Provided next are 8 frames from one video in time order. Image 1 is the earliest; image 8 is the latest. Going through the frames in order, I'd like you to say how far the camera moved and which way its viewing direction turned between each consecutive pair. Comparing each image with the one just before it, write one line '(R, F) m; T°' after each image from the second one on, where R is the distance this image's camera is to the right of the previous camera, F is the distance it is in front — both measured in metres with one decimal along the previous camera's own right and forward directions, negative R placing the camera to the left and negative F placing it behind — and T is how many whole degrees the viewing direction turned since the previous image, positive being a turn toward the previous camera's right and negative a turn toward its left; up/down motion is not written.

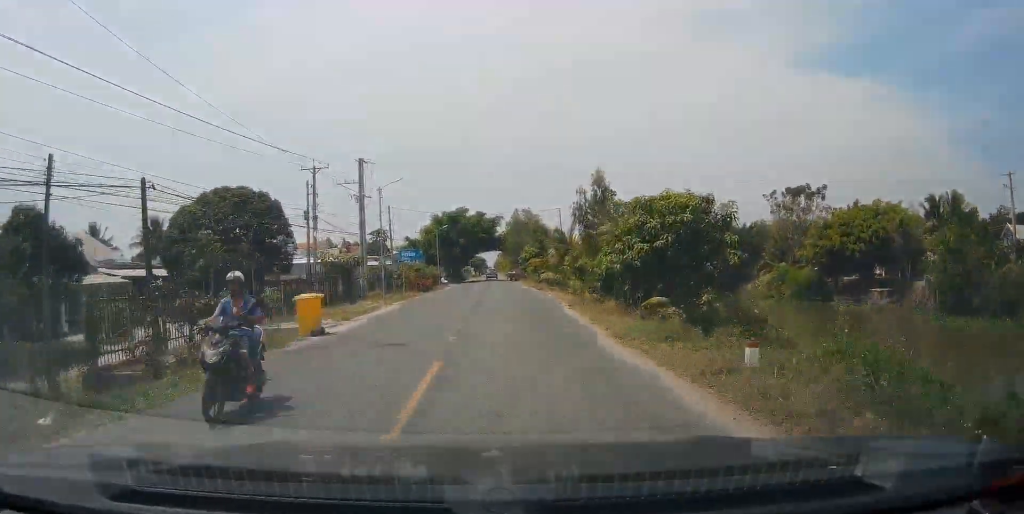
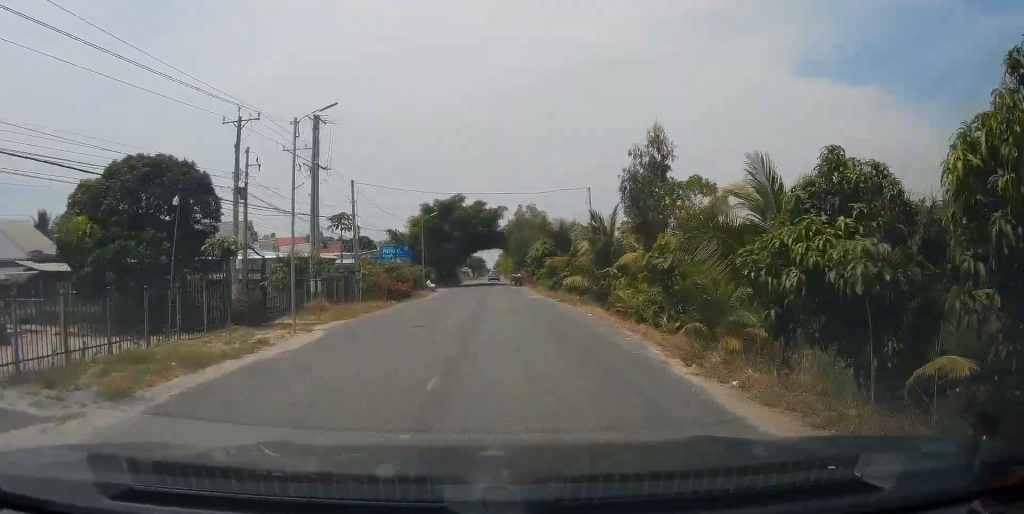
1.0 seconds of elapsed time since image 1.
(0.0, +14.5) m; -1°
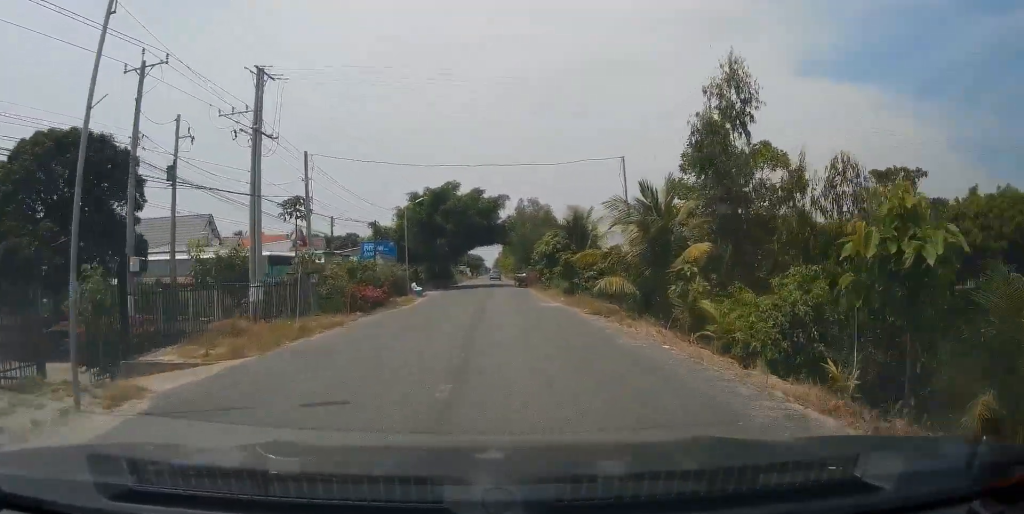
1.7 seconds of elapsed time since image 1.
(-0.3, +10.1) m; +1°
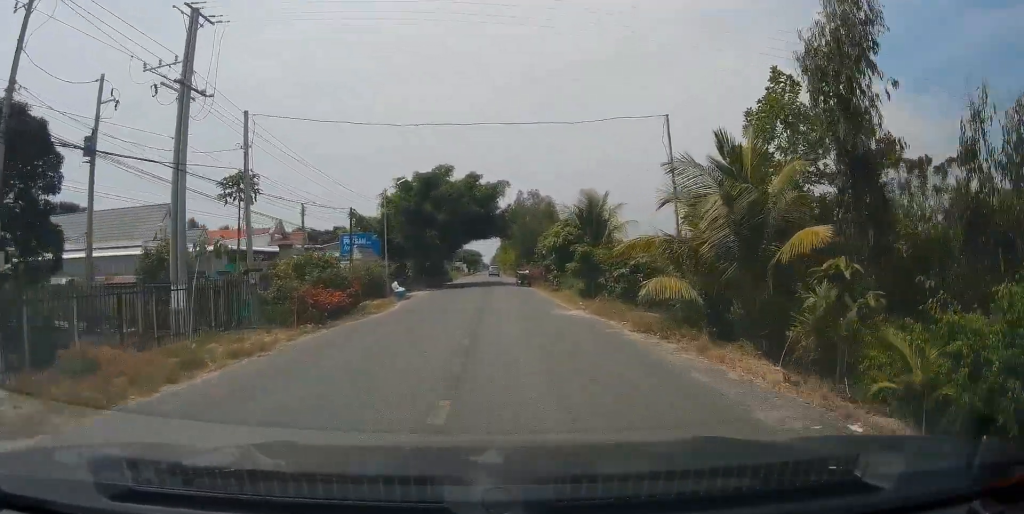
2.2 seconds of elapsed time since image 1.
(-0.2, +7.1) m; +1°
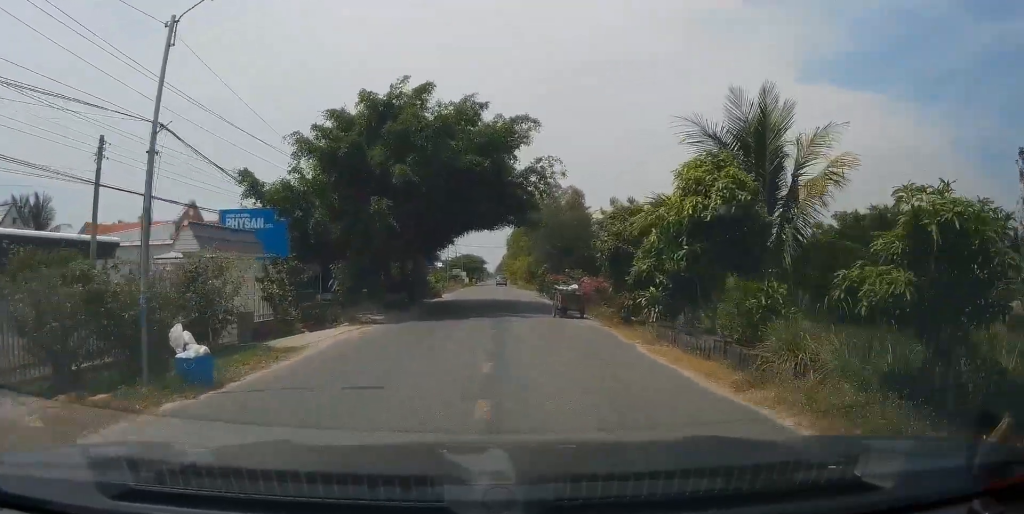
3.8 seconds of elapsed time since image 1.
(+0.2, +24.3) m; -1°
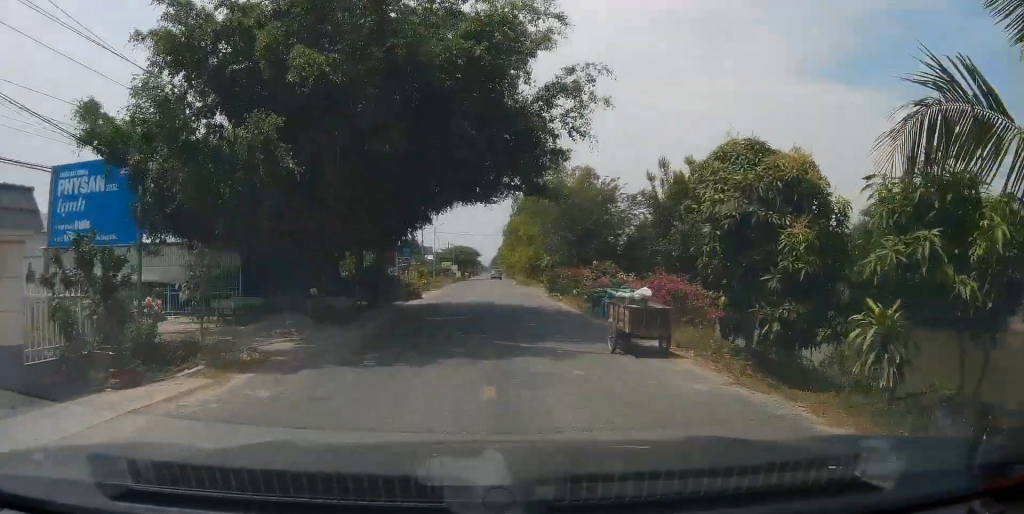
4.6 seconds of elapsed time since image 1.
(0.0, +11.4) m; +1°
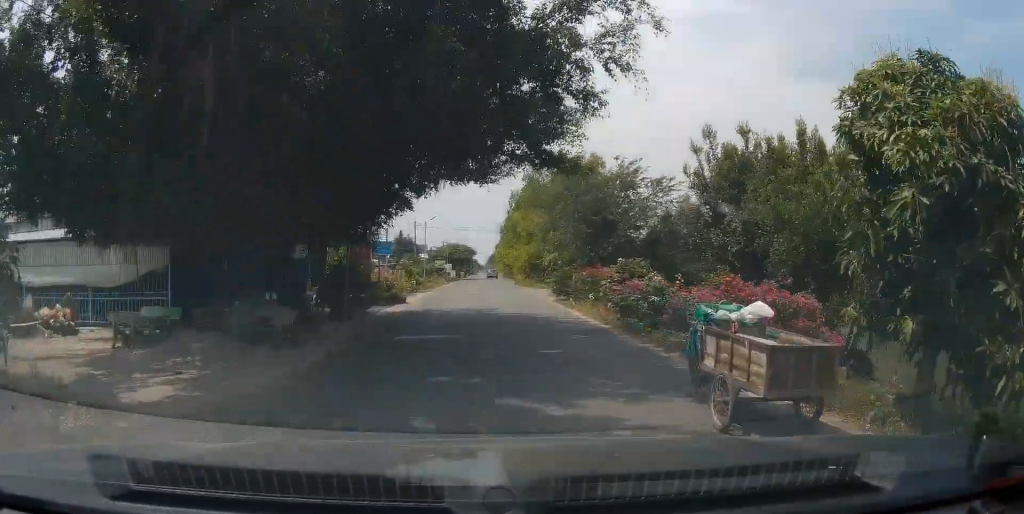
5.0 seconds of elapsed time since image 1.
(0.0, +5.7) m; +1°
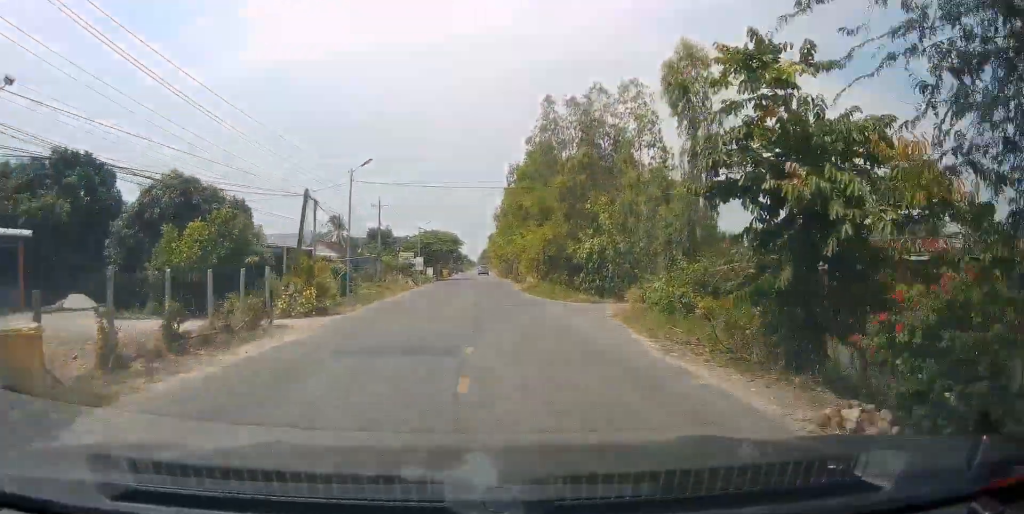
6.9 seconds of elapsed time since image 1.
(-0.5, +26.6) m; -3°
